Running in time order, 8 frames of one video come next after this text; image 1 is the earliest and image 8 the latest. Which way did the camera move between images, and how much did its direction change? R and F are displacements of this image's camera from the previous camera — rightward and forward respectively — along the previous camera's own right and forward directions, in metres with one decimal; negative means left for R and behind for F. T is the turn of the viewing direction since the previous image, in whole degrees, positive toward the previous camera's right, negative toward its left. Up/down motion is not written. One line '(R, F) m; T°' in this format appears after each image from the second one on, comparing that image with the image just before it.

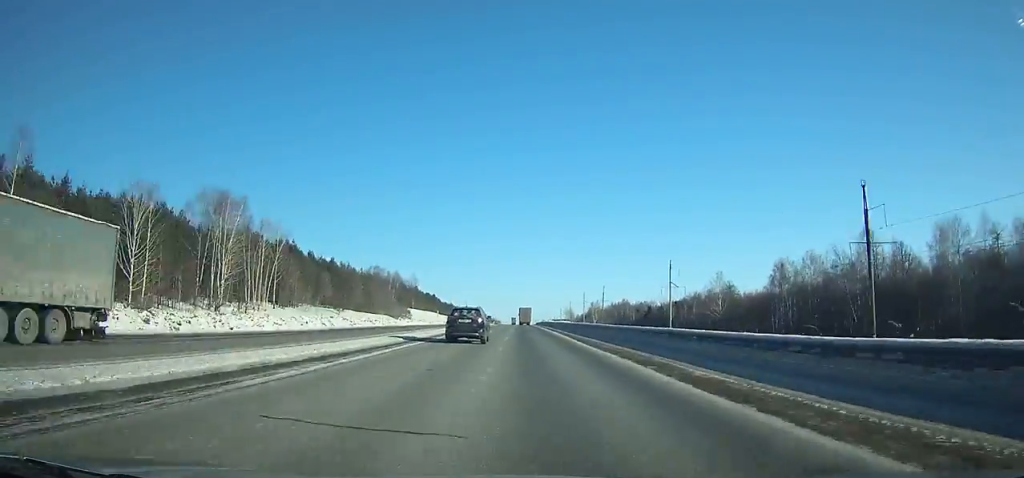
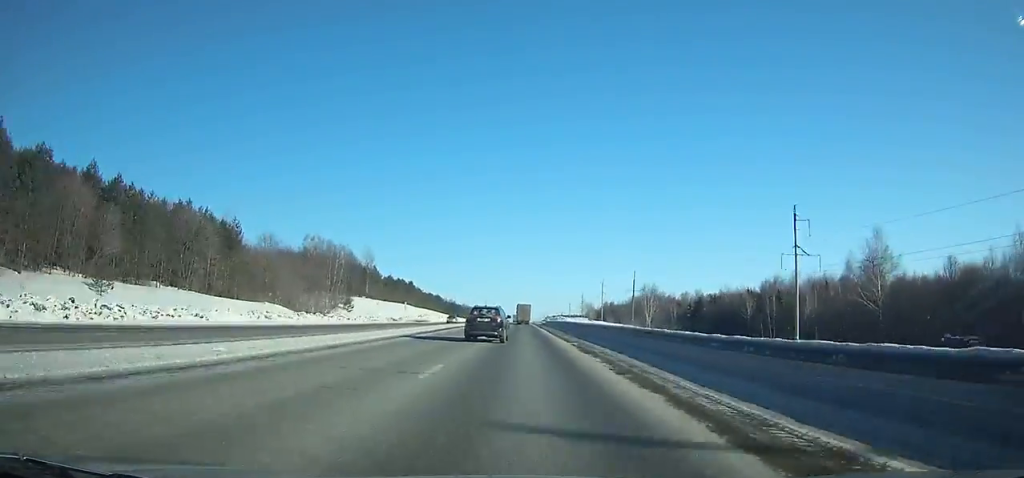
(-0.3, +83.7) m; -1°
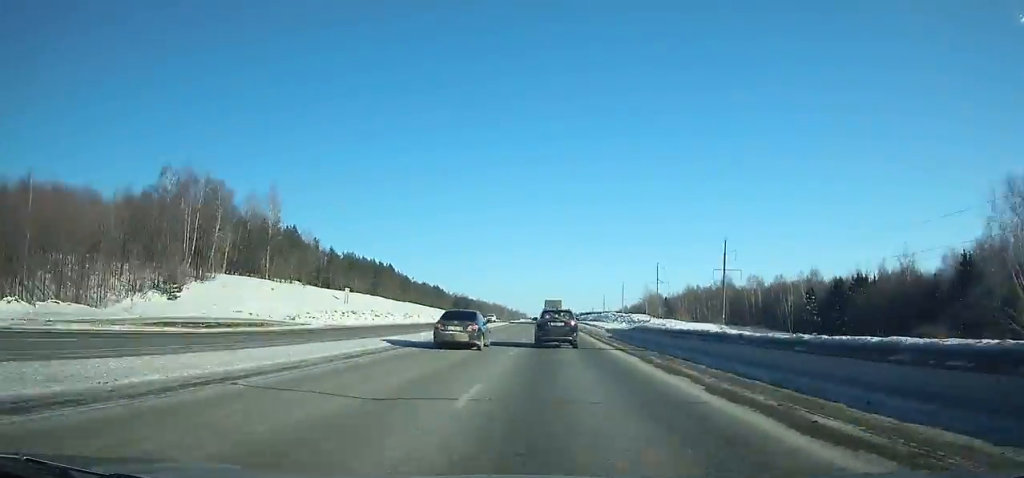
(-1.0, +91.8) m; -1°
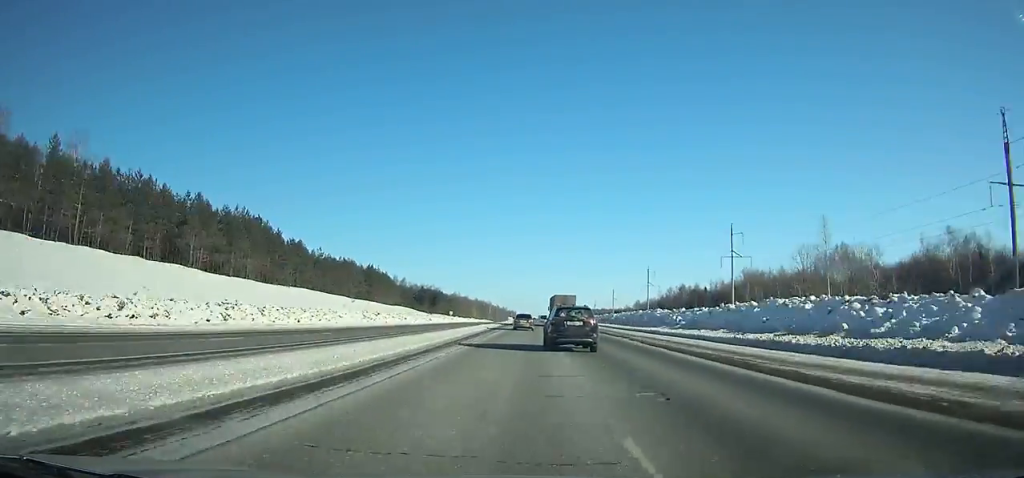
(-0.3, +109.1) m; 0°
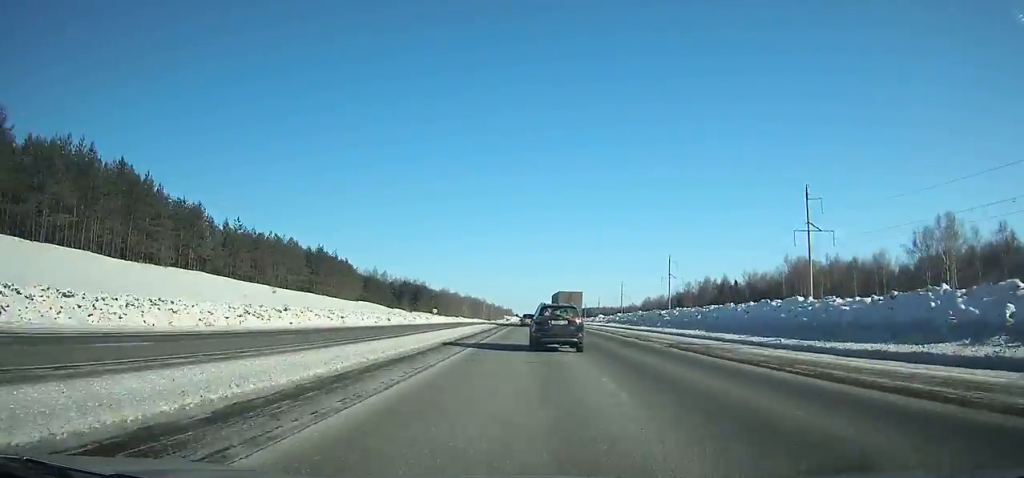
(+0.1, +44.1) m; 0°
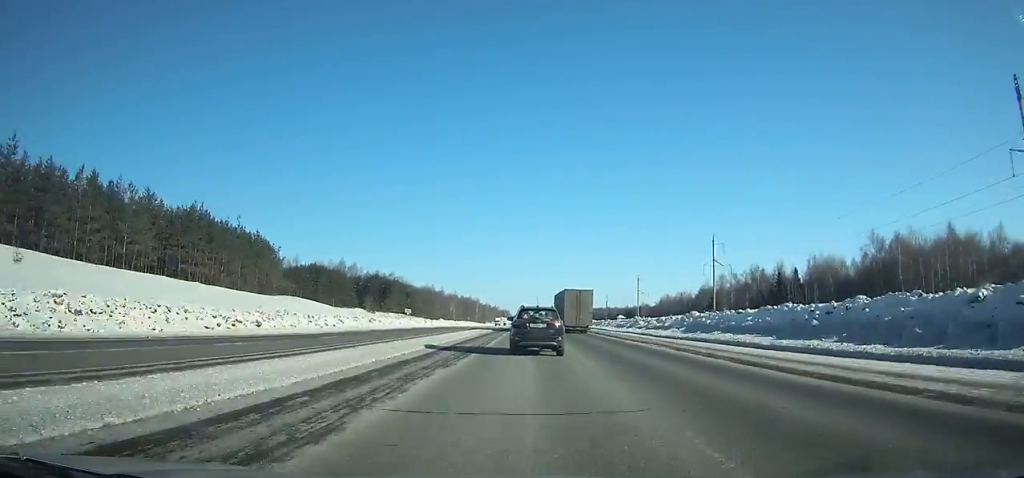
(+0.1, +55.1) m; 0°
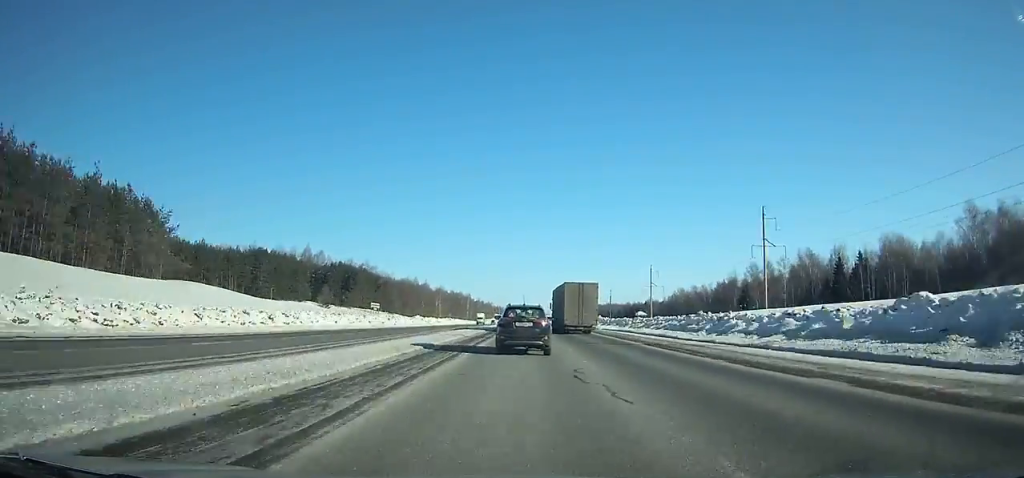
(0.0, +39.6) m; 0°
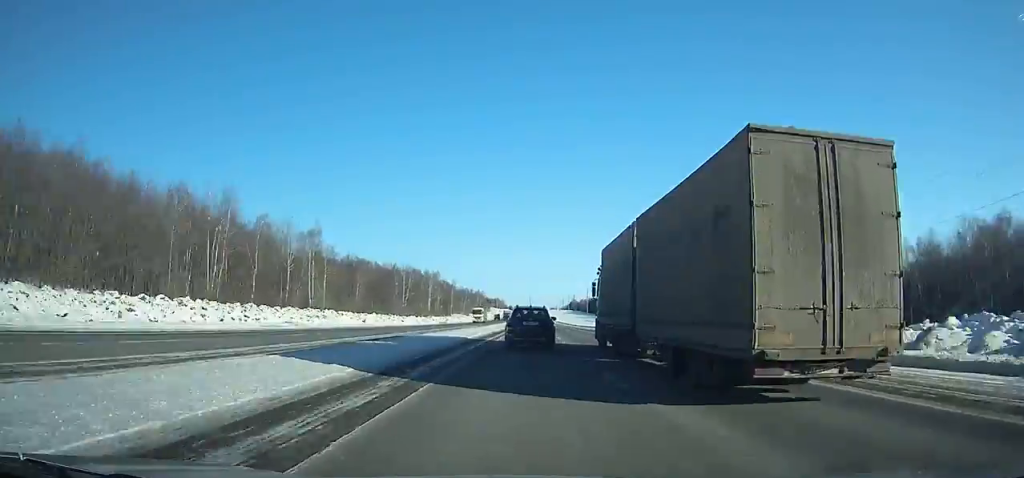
(+0.6, +184.4) m; 0°
